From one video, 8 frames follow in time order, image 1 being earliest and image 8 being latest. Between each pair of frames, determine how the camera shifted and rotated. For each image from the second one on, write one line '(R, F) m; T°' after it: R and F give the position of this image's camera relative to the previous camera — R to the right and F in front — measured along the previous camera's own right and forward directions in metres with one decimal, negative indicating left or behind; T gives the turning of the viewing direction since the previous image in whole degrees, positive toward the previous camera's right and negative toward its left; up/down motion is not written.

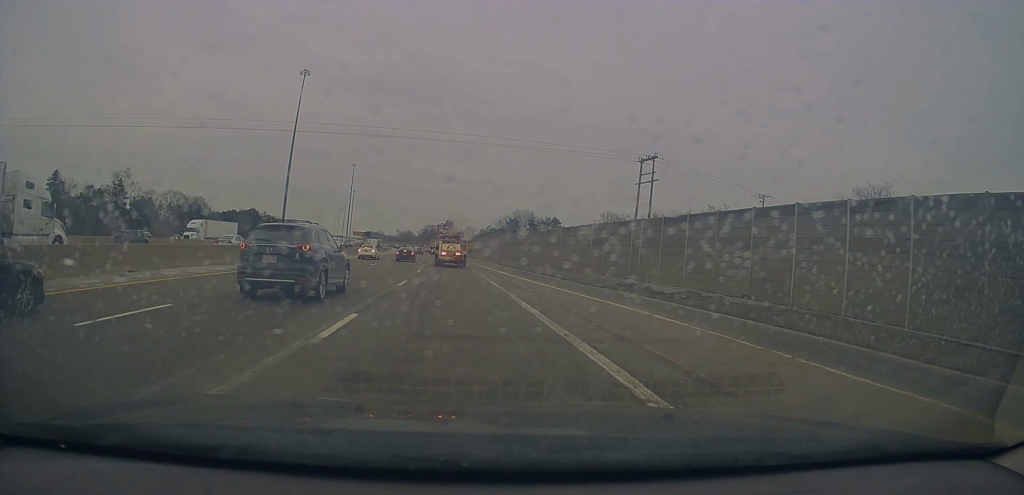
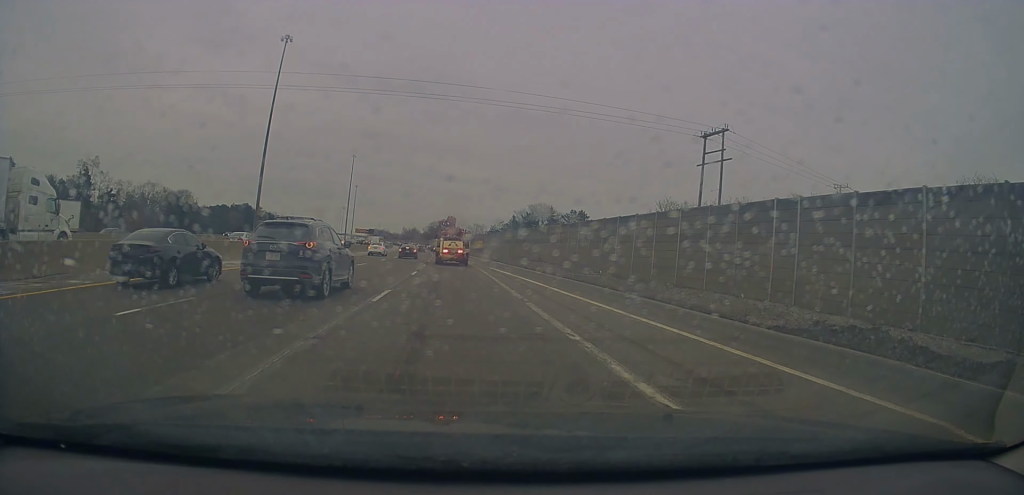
(0.0, +21.5) m; 0°
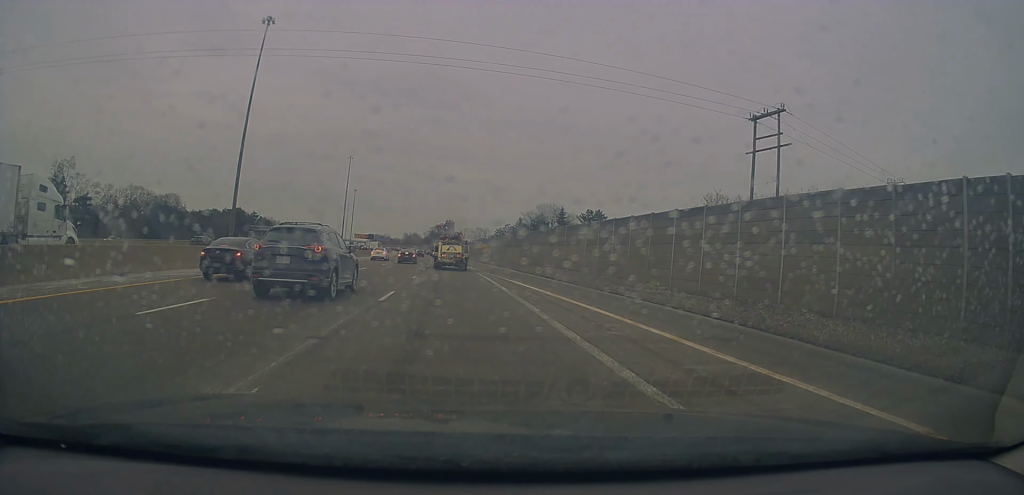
(0.0, +12.6) m; -1°
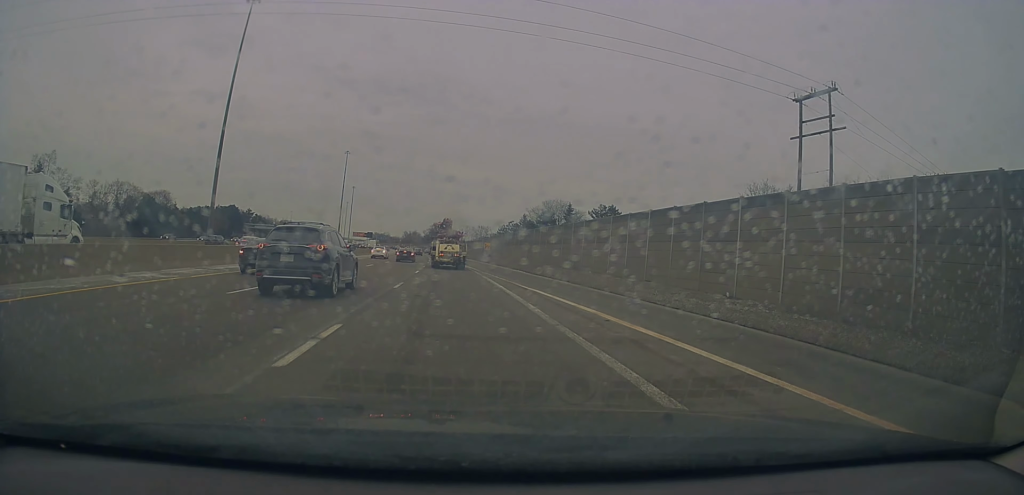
(+0.1, +9.0) m; -1°
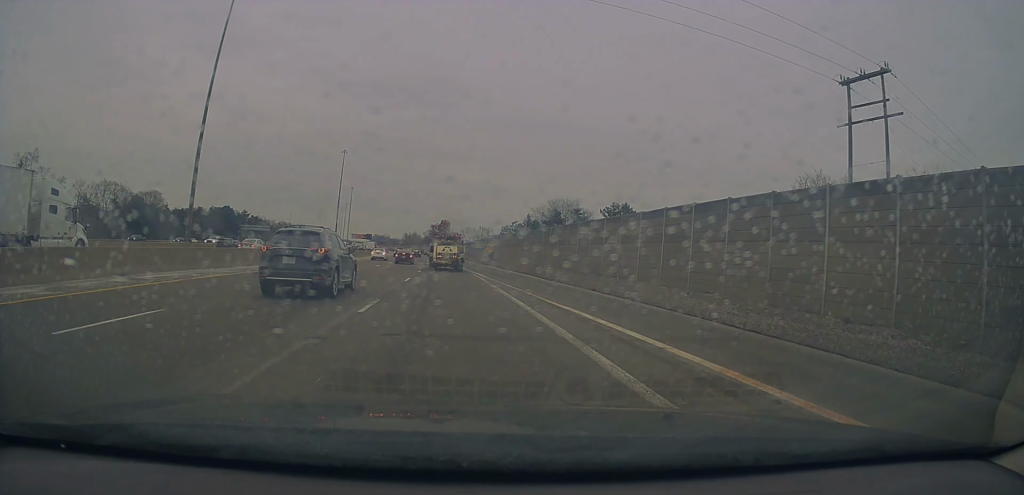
(-0.2, +7.7) m; 0°
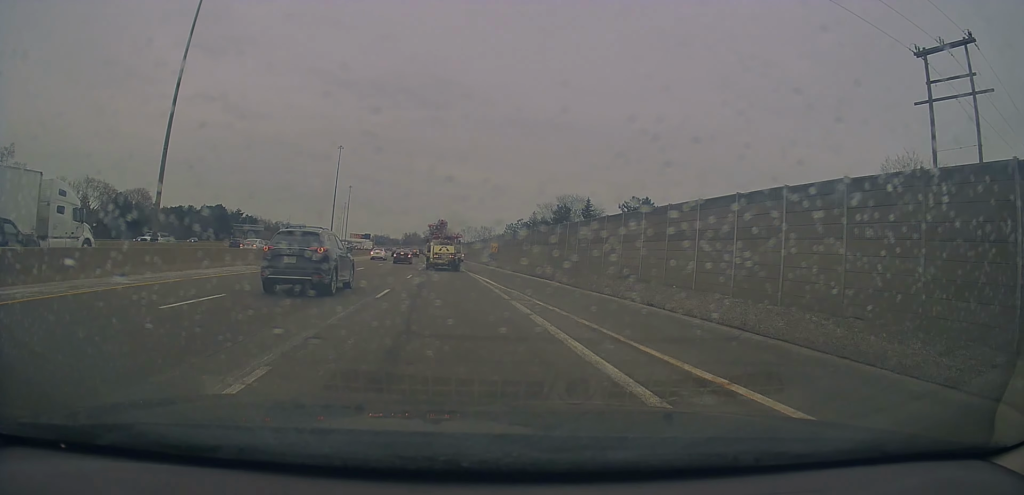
(-0.3, +9.5) m; 0°
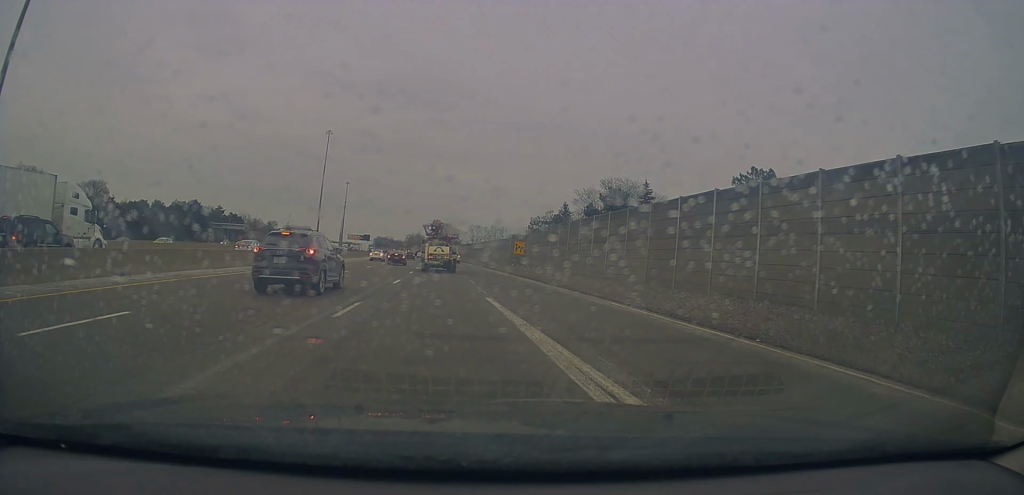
(+0.7, +30.5) m; 0°
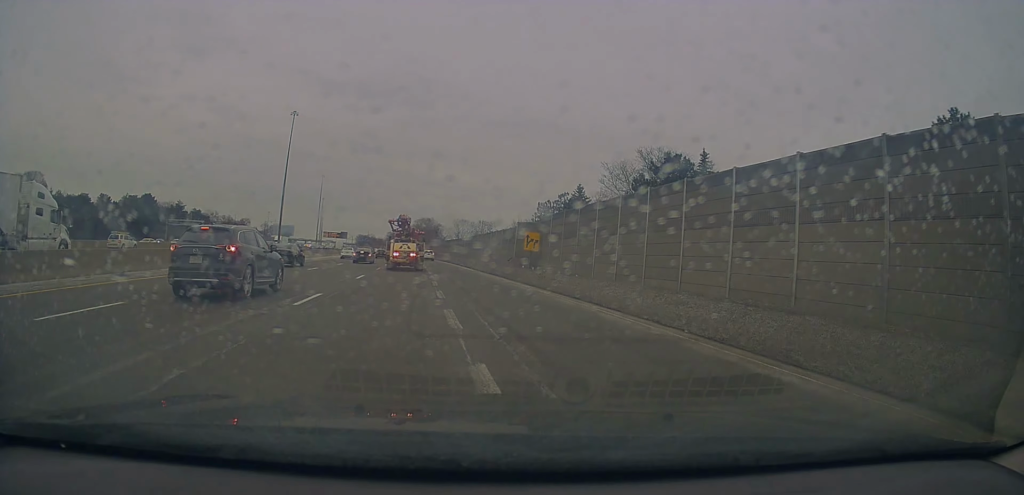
(-0.4, +24.1) m; -1°
